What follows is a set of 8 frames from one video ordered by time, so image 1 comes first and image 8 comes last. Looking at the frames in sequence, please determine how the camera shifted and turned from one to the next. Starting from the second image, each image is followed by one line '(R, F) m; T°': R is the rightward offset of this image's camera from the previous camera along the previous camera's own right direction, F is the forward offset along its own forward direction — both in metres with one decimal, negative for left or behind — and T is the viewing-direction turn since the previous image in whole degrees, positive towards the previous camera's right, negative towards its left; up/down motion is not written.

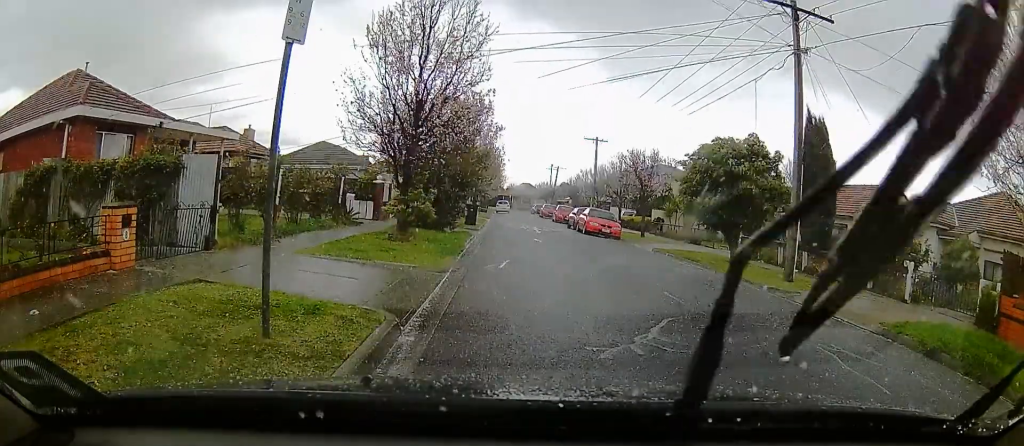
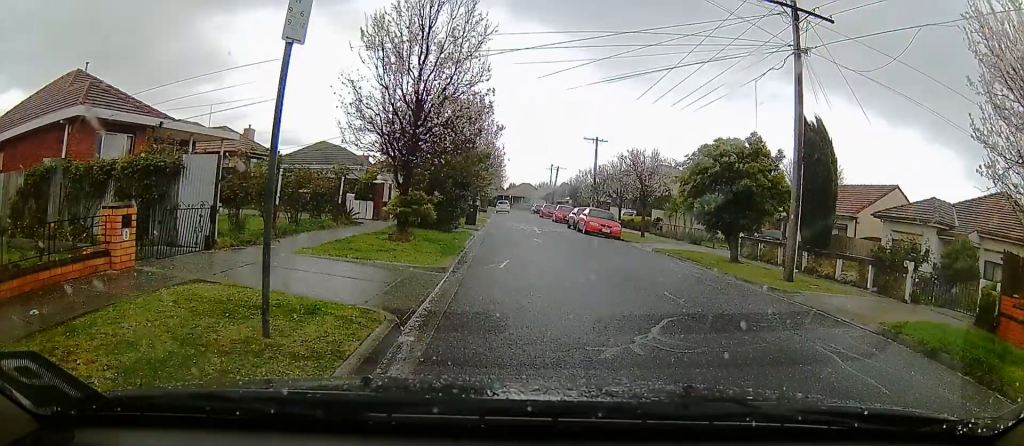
(0.0, 0.0) m; 0°
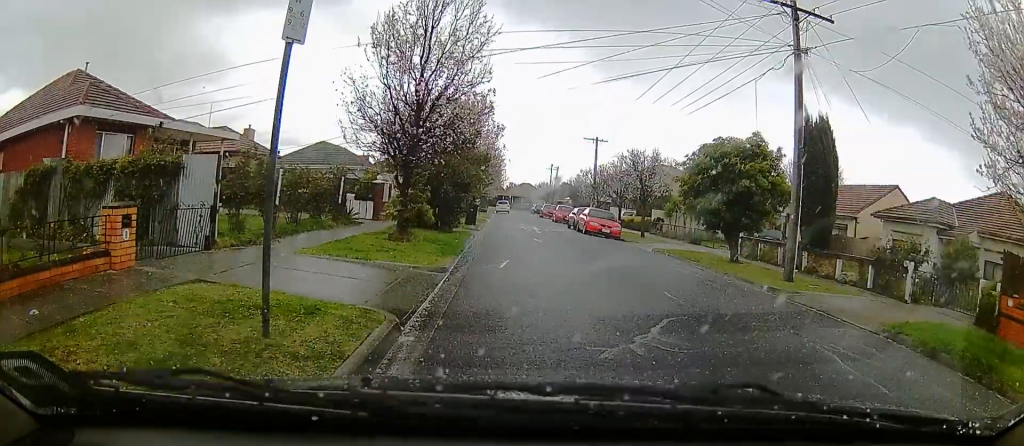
(0.0, 0.0) m; 0°
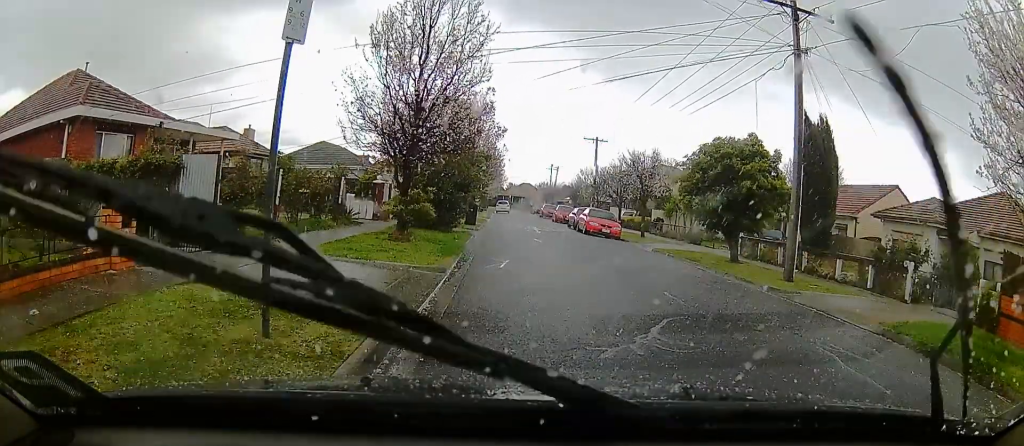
(0.0, 0.0) m; 0°
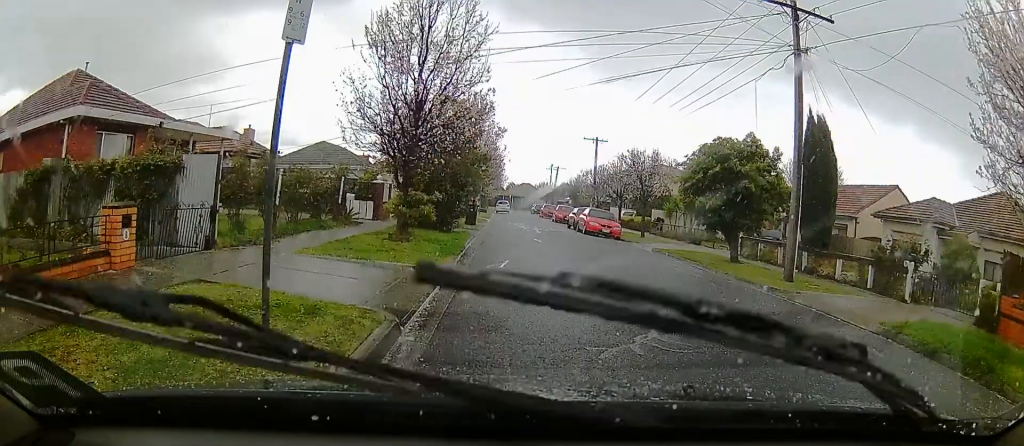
(0.0, 0.0) m; 0°
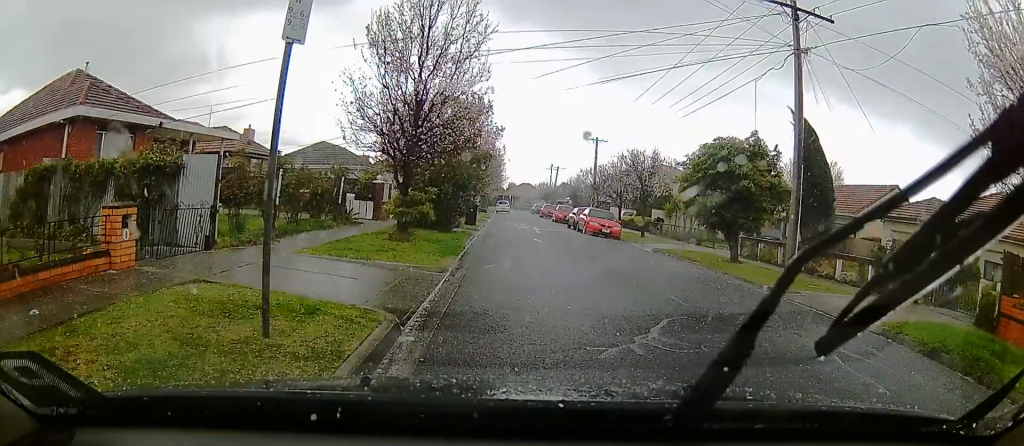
(0.0, 0.0) m; 0°
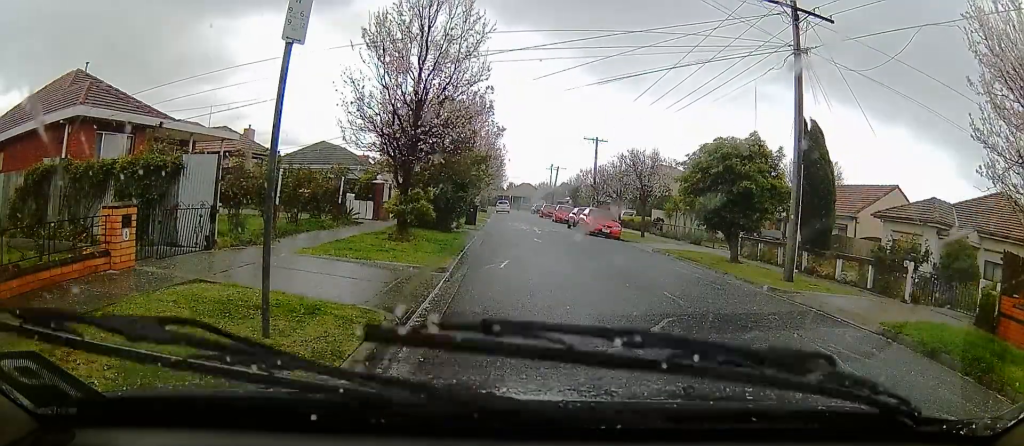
(0.0, 0.0) m; 0°
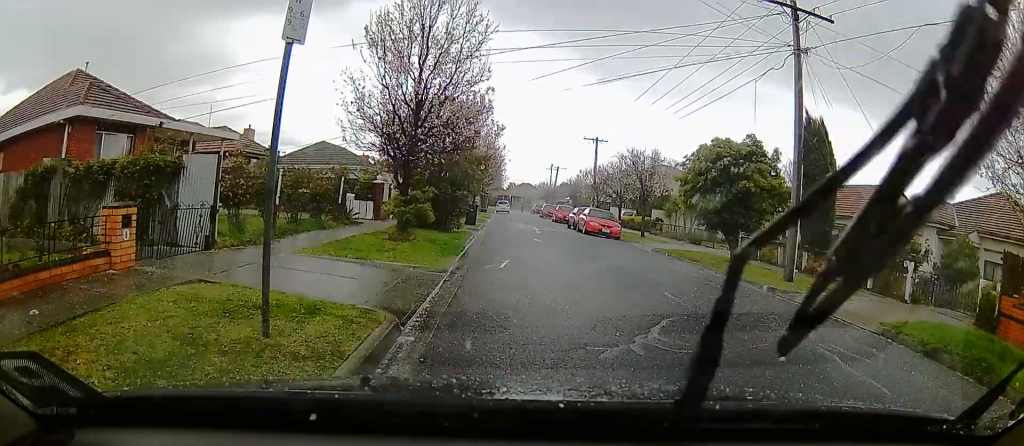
(0.0, 0.0) m; 0°
